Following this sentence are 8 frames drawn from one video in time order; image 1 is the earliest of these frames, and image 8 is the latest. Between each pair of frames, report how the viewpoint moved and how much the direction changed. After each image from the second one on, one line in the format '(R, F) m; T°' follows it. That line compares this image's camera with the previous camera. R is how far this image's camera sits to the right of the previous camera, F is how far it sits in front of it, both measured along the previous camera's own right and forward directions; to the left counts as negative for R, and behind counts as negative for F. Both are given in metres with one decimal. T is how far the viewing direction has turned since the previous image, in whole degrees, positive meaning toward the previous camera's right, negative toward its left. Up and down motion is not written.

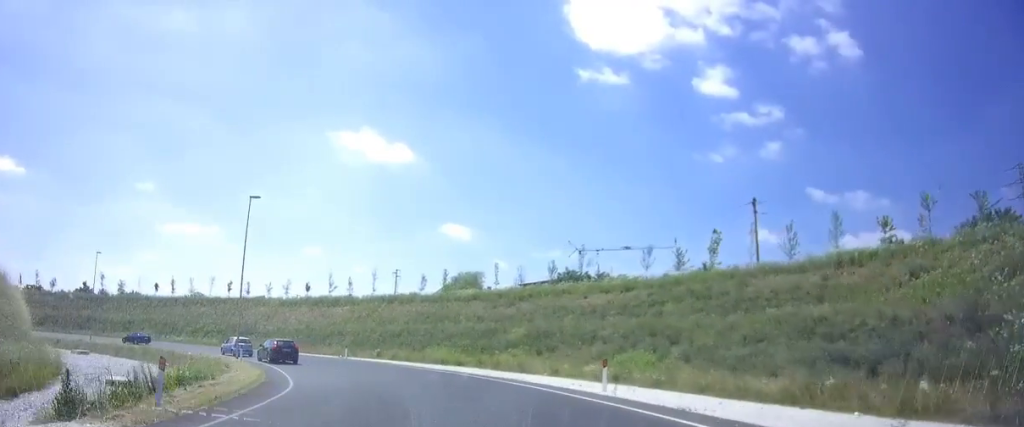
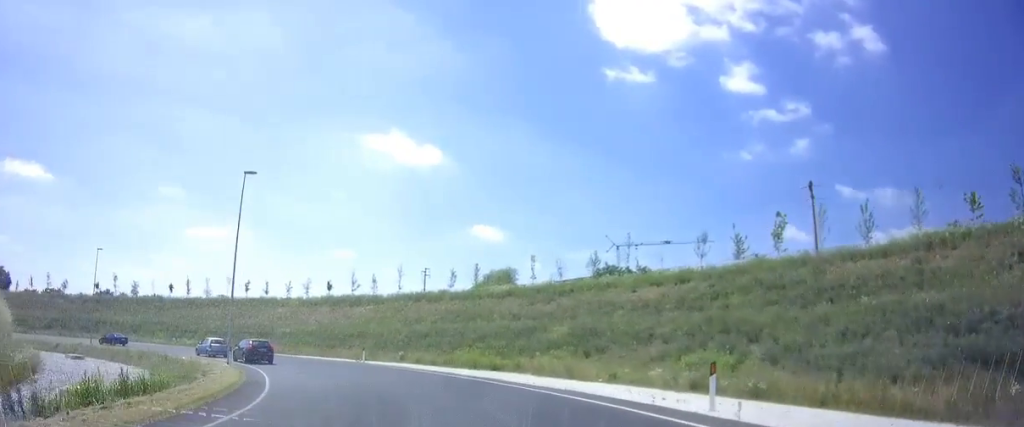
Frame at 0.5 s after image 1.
(-0.2, +5.5) m; -3°
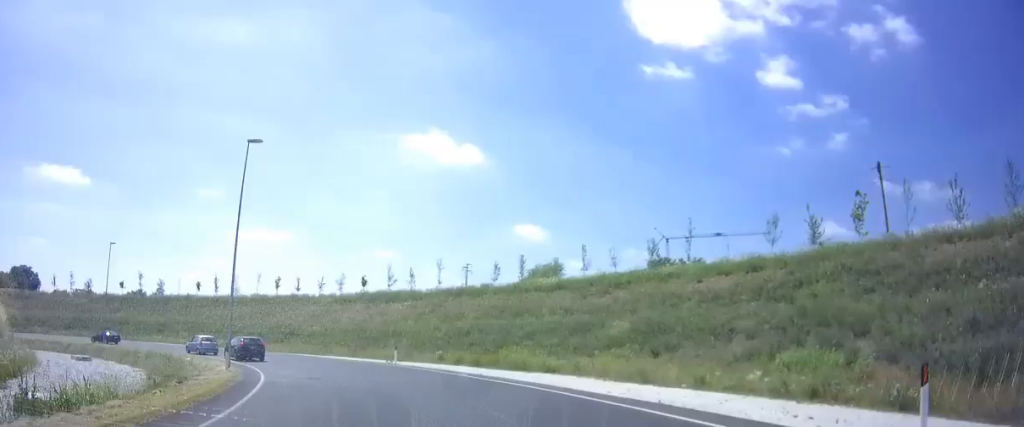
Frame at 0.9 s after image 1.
(-0.2, +4.9) m; -4°
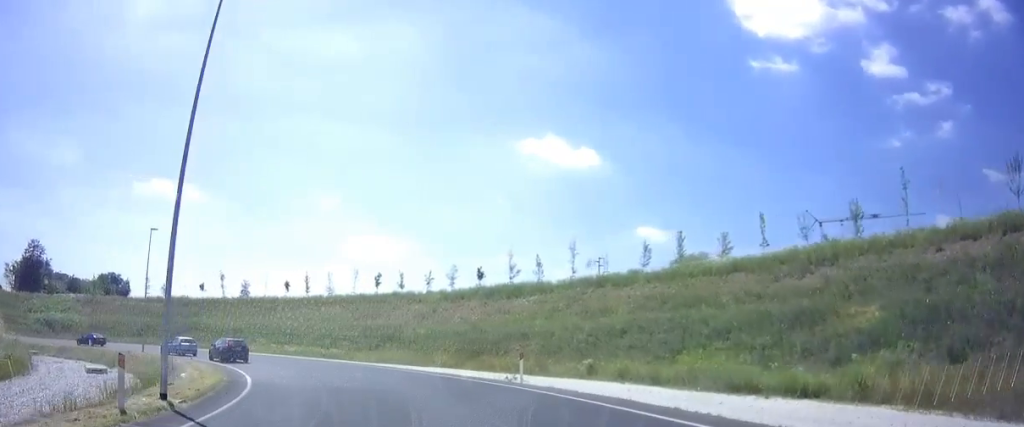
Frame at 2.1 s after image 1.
(-1.1, +13.2) m; -13°
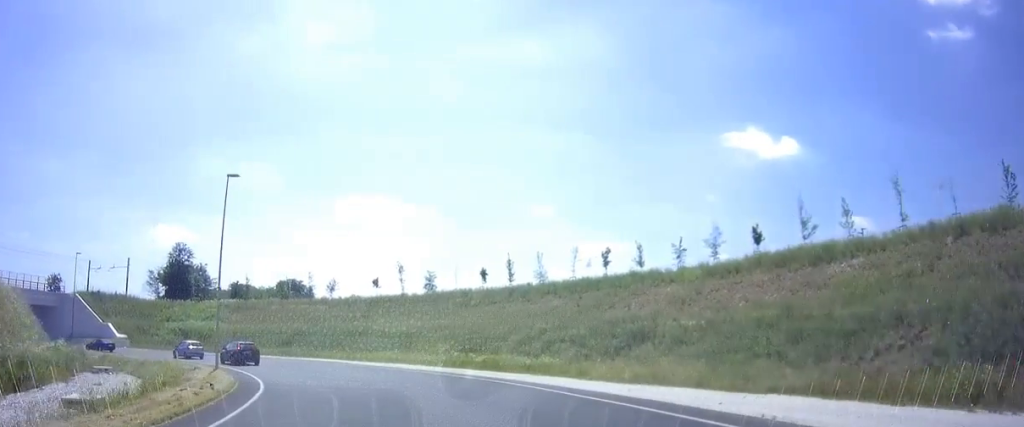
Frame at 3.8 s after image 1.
(-3.7, +19.6) m; -21°
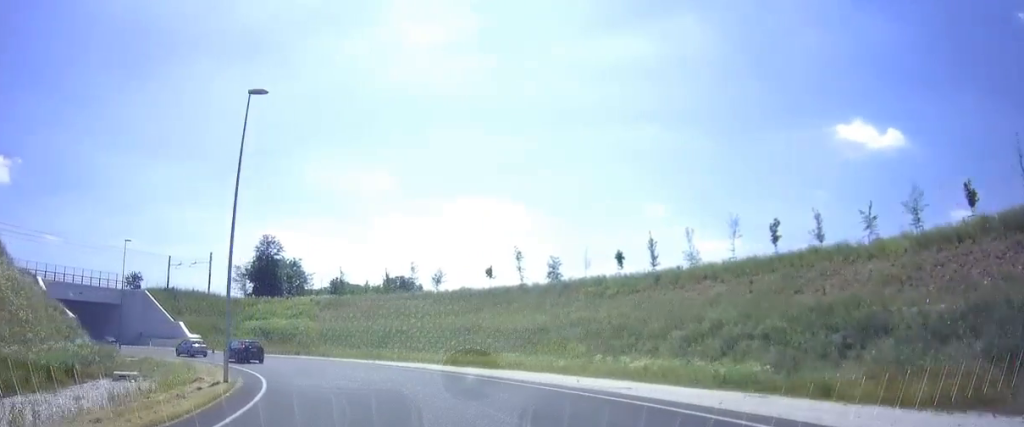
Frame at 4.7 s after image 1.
(-1.2, +10.7) m; -13°
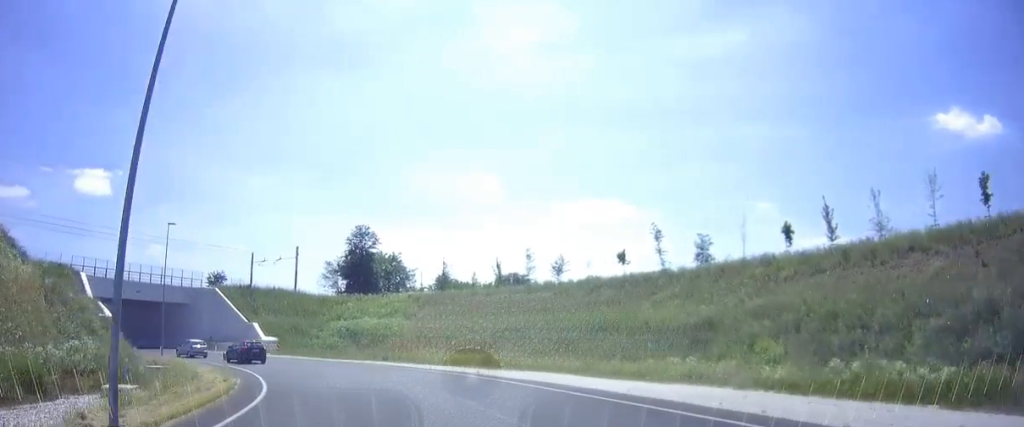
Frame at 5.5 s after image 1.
(-1.2, +10.6) m; -12°
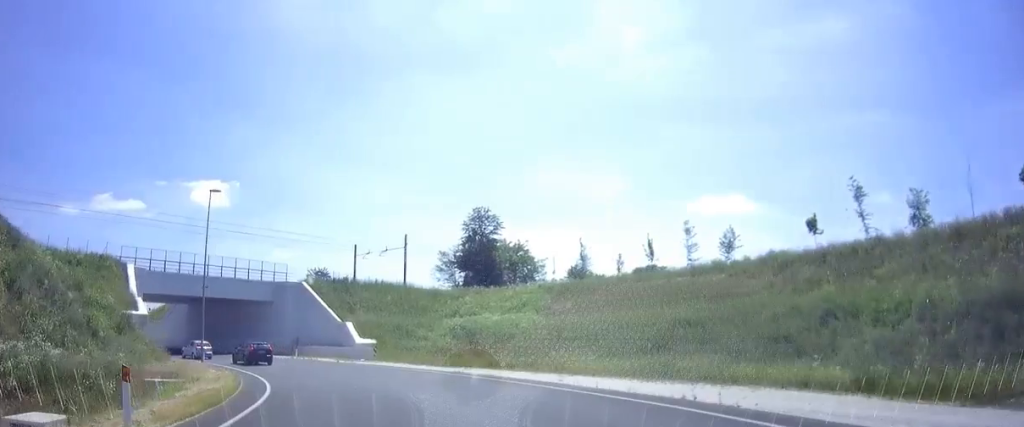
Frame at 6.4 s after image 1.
(-1.3, +12.2) m; -12°
